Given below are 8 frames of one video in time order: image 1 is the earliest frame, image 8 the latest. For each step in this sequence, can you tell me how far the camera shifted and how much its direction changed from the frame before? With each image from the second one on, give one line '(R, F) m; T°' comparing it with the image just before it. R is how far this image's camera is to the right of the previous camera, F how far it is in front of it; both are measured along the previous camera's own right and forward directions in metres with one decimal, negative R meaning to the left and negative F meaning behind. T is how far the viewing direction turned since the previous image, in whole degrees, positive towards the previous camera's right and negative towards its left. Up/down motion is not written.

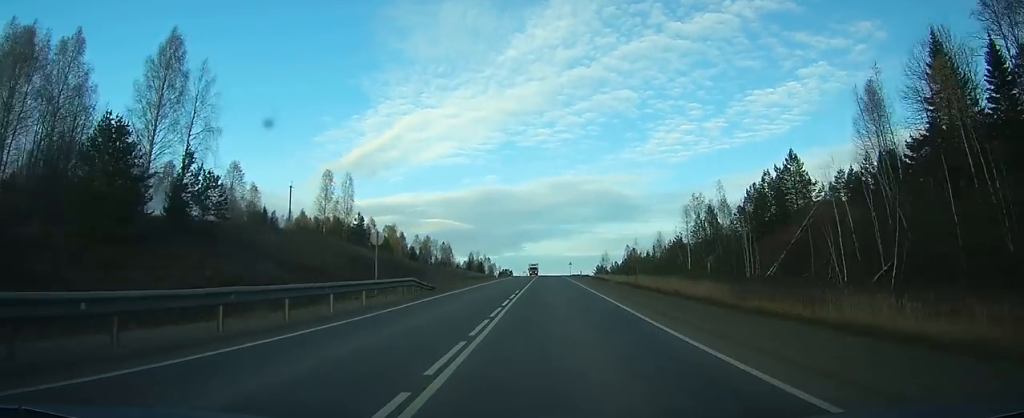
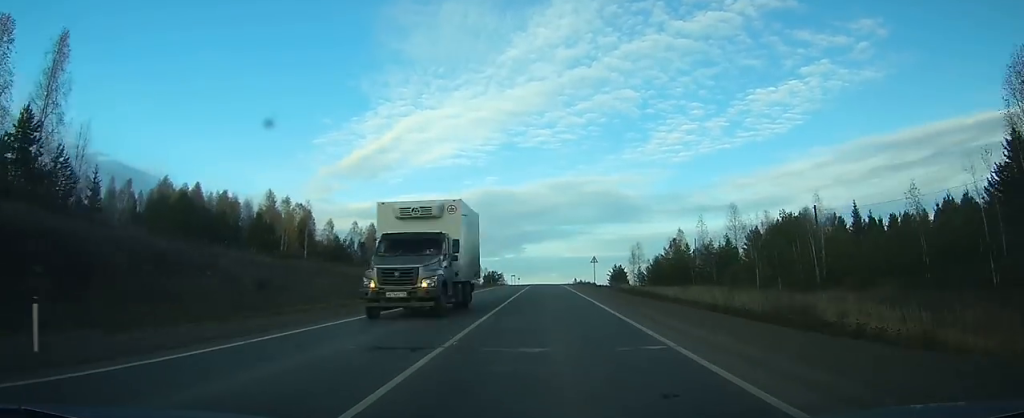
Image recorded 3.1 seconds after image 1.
(0.0, +76.7) m; 0°
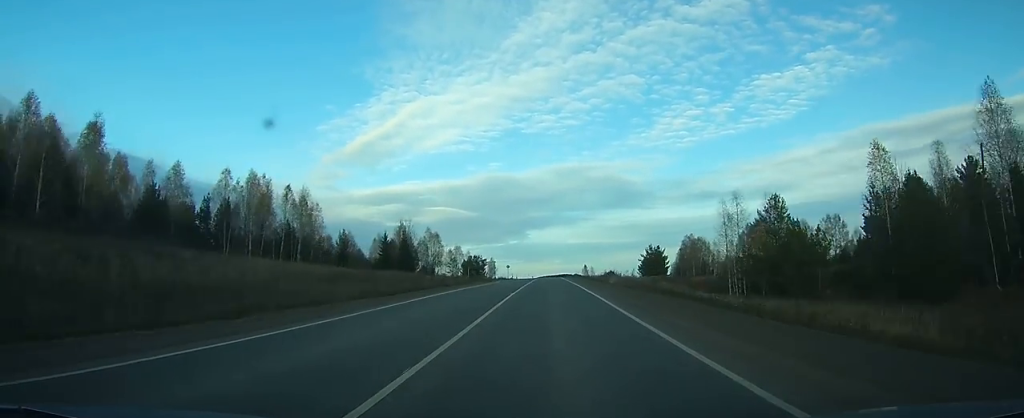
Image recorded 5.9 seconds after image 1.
(-0.3, +70.4) m; 0°
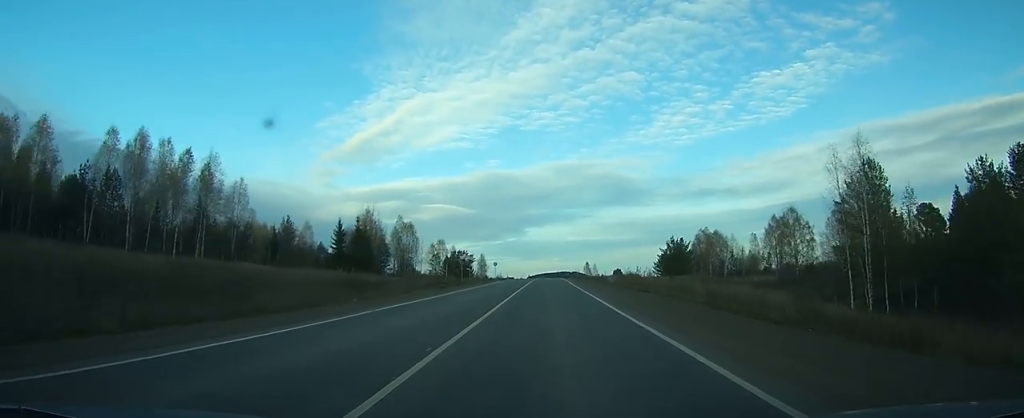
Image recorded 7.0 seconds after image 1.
(+0.1, +28.7) m; 0°
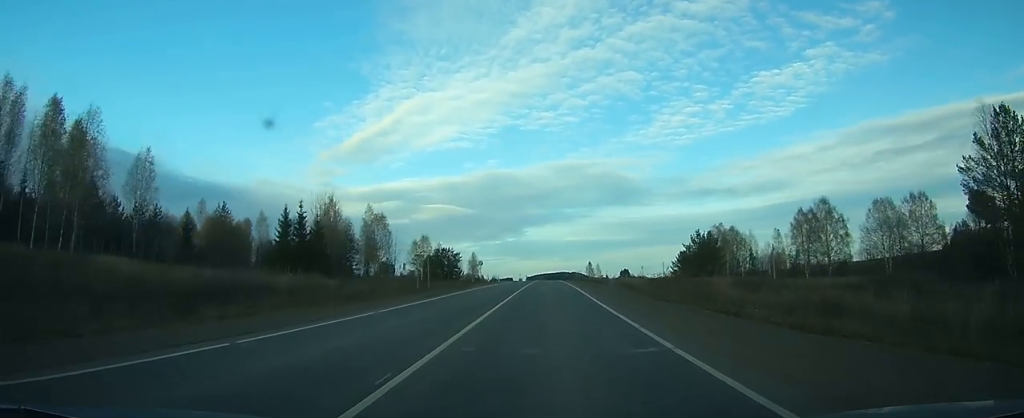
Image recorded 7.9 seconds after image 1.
(+0.1, +21.9) m; 0°
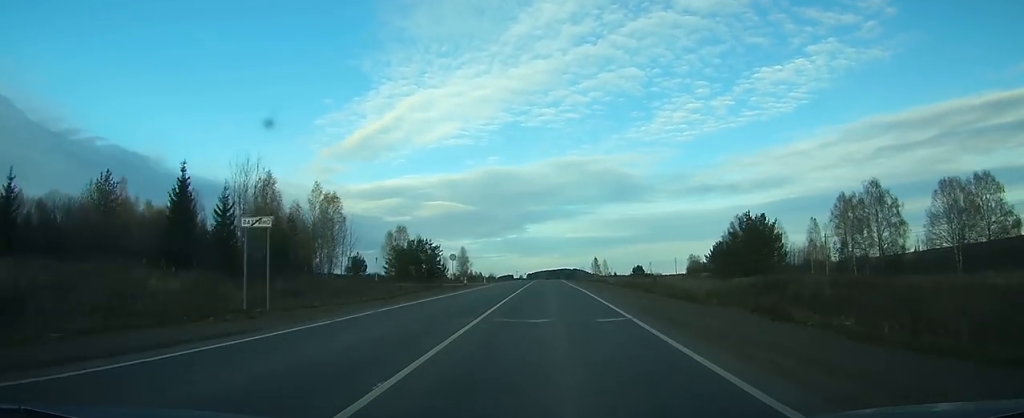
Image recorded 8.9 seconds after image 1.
(0.0, +25.5) m; 0°
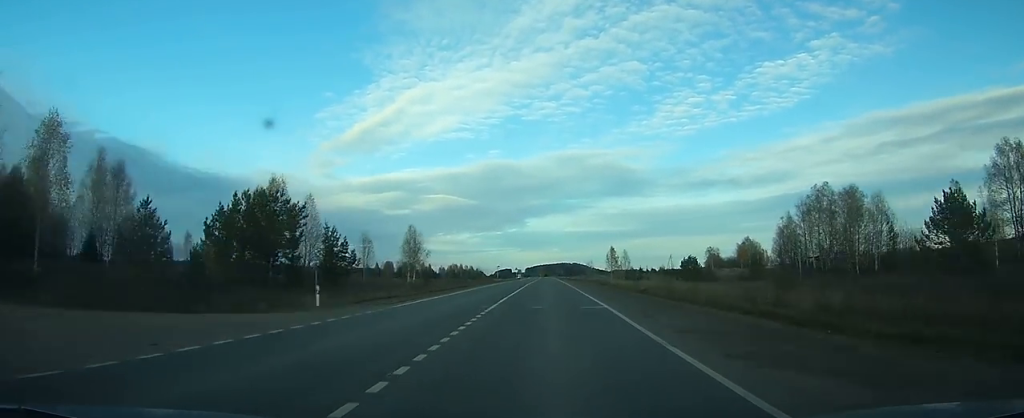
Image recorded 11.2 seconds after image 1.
(0.0, +60.0) m; 0°
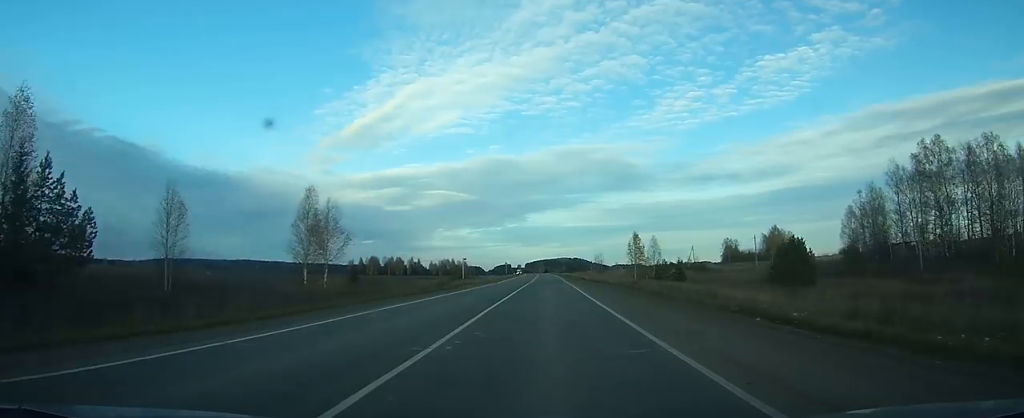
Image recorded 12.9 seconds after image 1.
(+0.1, +43.5) m; 0°
